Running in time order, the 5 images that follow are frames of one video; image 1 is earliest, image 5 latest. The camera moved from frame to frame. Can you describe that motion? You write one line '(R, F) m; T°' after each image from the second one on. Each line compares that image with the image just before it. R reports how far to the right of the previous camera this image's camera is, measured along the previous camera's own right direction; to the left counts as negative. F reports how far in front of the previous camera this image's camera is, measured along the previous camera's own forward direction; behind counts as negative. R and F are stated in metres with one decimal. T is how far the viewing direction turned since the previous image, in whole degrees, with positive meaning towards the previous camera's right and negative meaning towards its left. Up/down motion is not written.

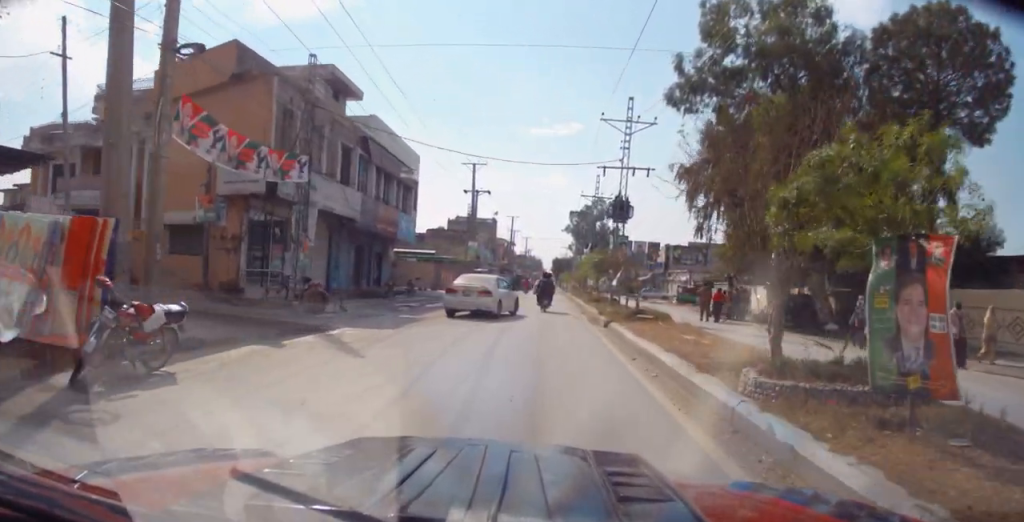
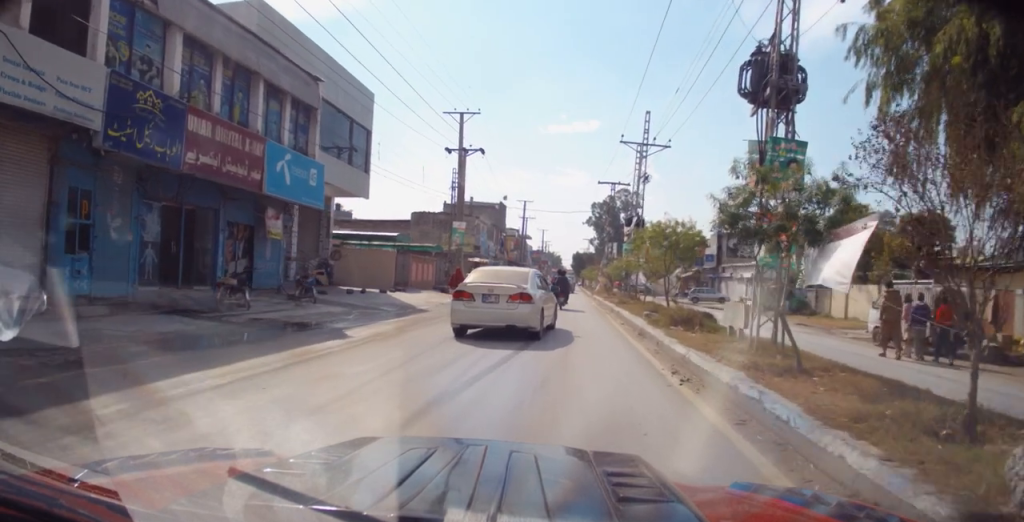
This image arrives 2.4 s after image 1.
(+0.3, +18.1) m; 0°
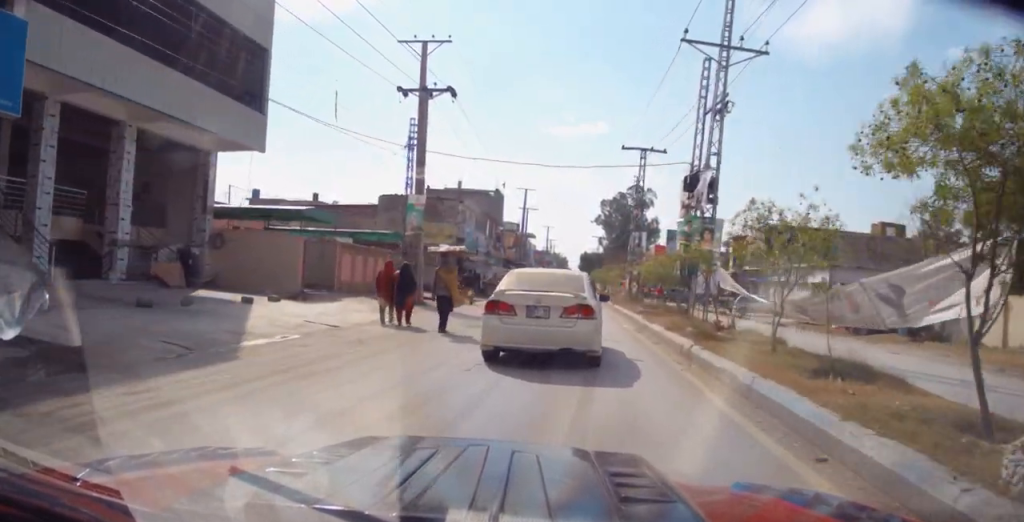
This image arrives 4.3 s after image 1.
(0.0, +13.6) m; +1°
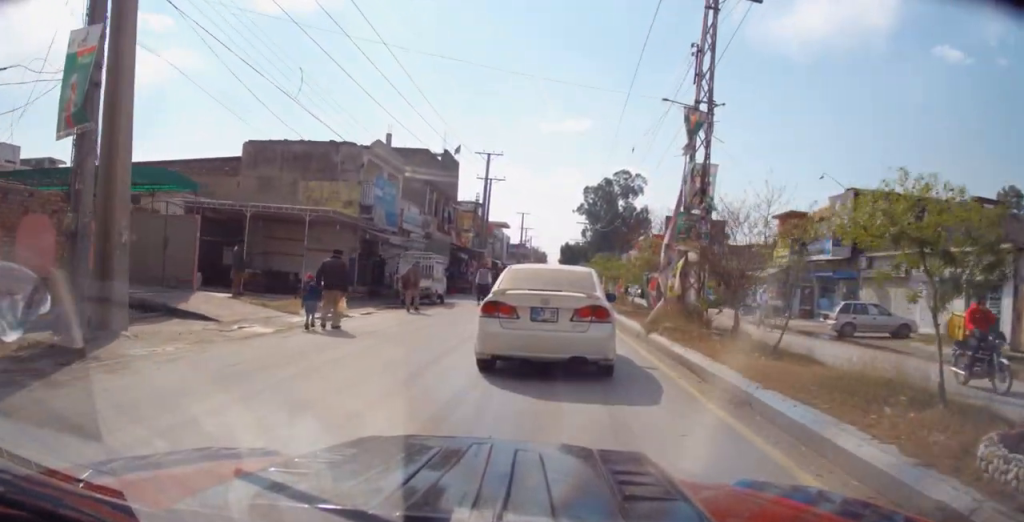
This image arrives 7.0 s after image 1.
(-0.2, +19.6) m; 0°
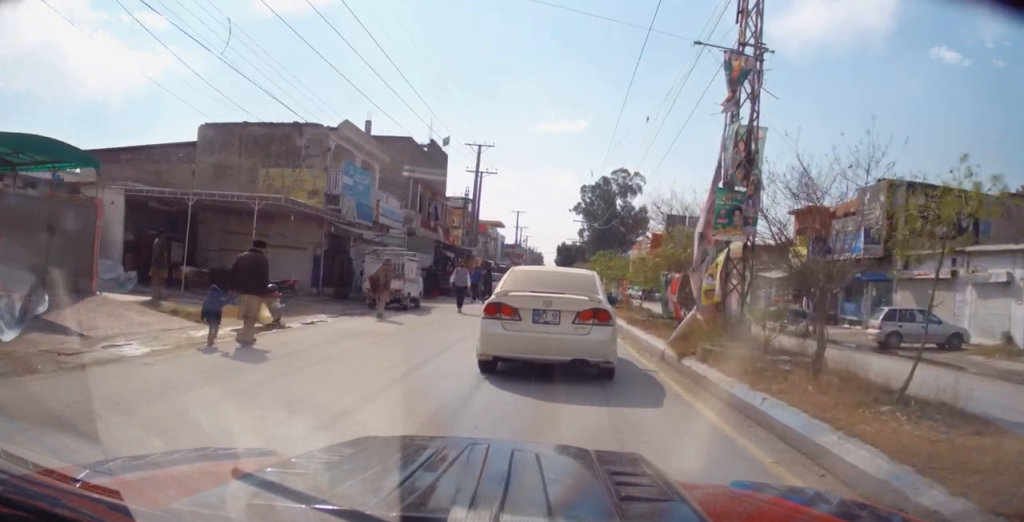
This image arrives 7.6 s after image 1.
(0.0, +4.1) m; 0°
